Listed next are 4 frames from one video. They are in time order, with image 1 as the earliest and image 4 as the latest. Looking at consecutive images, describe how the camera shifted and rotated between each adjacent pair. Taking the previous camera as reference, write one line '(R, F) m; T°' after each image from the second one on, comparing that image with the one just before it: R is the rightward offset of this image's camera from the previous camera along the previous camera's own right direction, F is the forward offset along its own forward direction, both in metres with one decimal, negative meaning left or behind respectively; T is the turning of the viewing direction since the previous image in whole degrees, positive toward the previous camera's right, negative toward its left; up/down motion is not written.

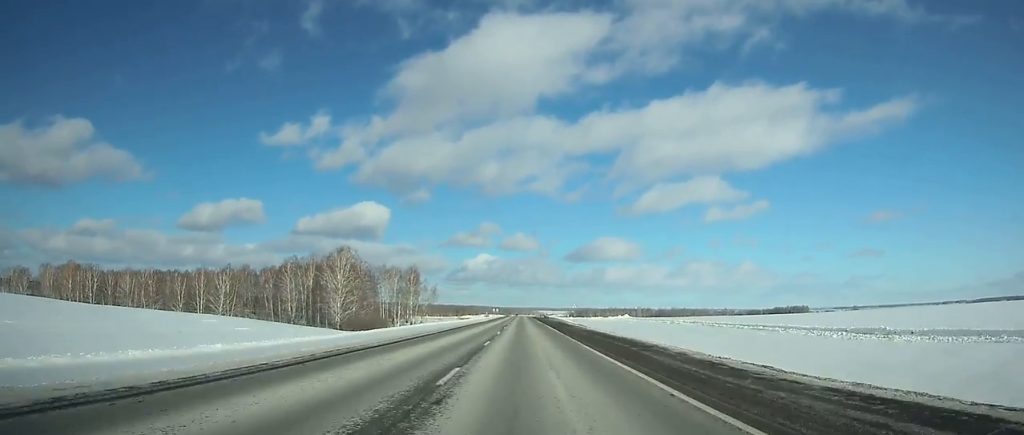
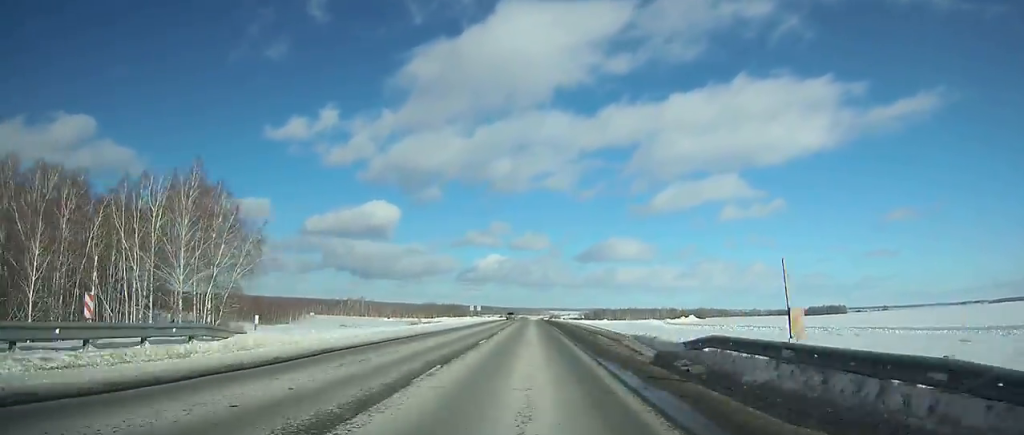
(-0.9, +121.6) m; -1°
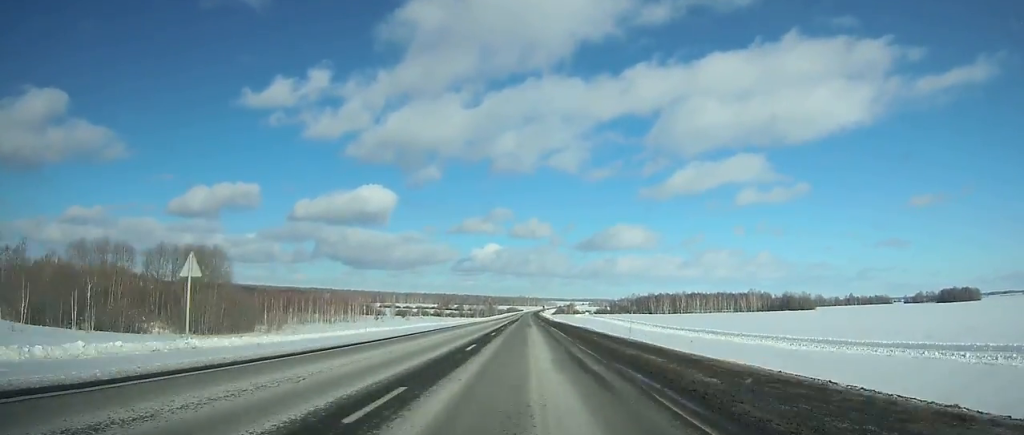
(+0.6, +406.2) m; 0°
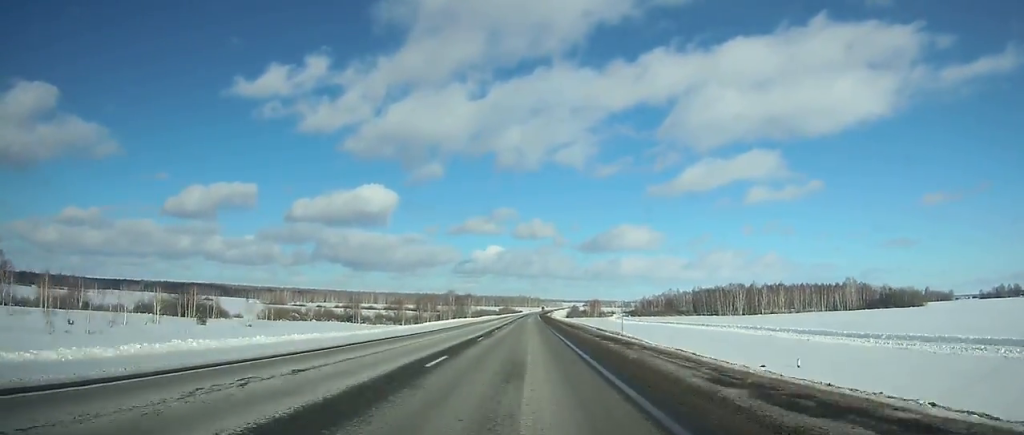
(-0.1, +176.1) m; 0°
